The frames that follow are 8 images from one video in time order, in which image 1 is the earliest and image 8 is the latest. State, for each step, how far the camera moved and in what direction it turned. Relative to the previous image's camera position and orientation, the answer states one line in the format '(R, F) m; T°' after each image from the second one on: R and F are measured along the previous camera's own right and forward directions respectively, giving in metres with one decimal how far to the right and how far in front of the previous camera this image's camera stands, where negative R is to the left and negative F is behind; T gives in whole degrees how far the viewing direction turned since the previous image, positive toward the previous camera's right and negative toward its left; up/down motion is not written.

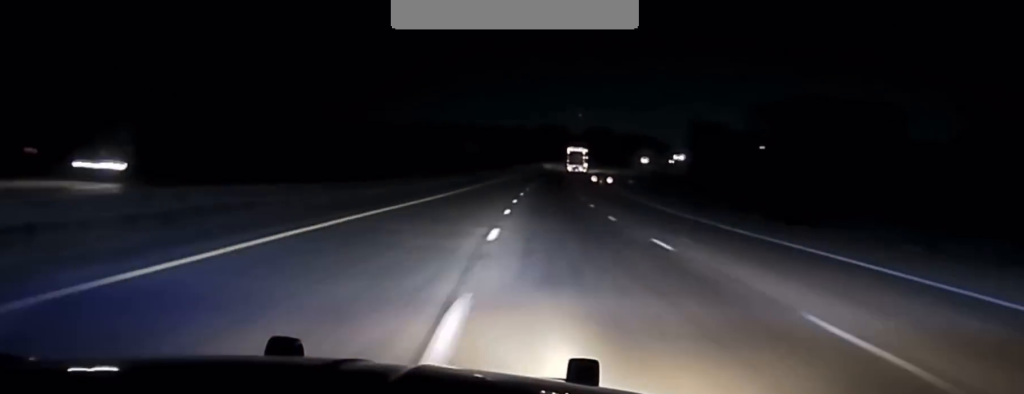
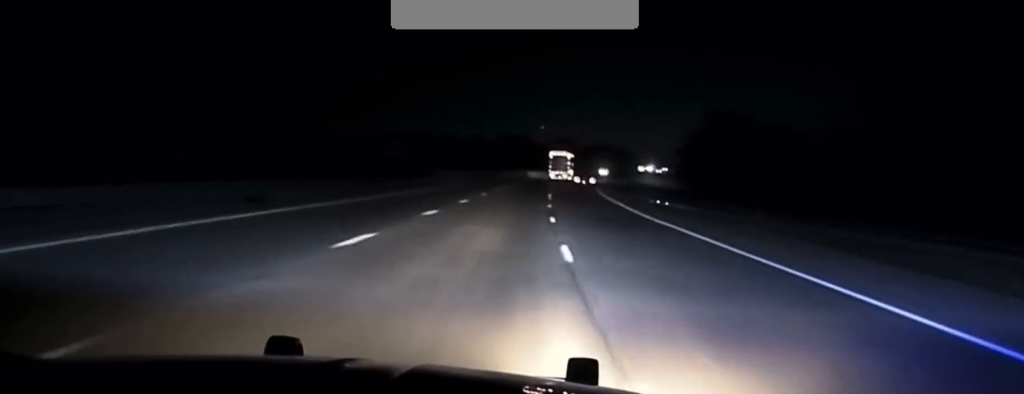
(+1.2, +56.9) m; +2°
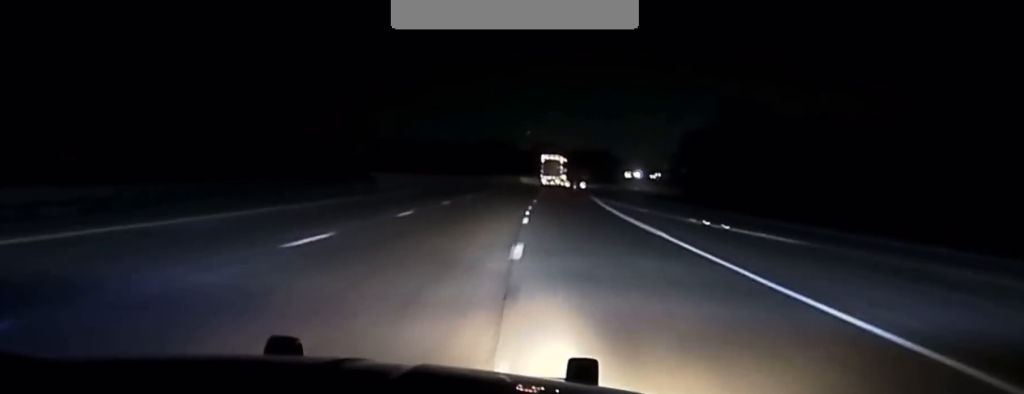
(+0.2, +23.1) m; +1°
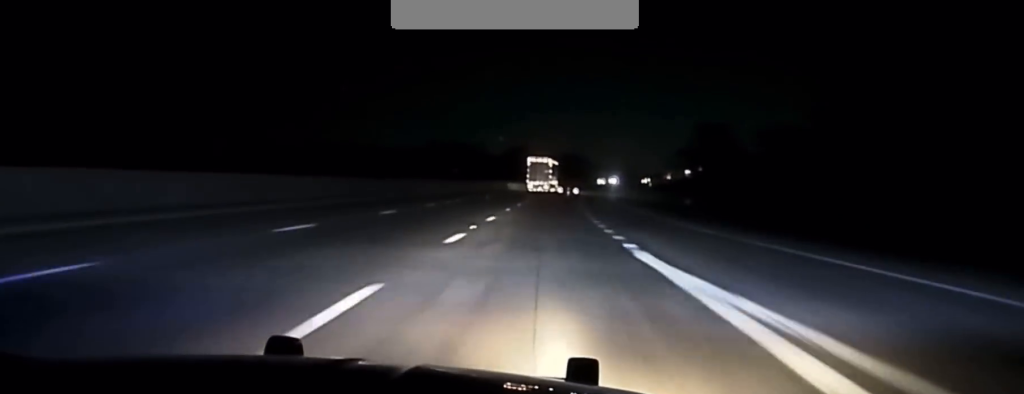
(+0.7, +60.4) m; +2°
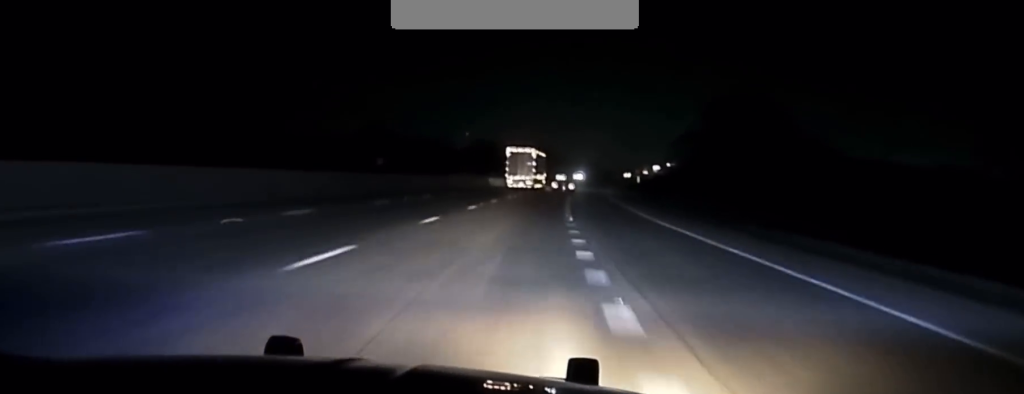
(+0.9, +58.8) m; +2°
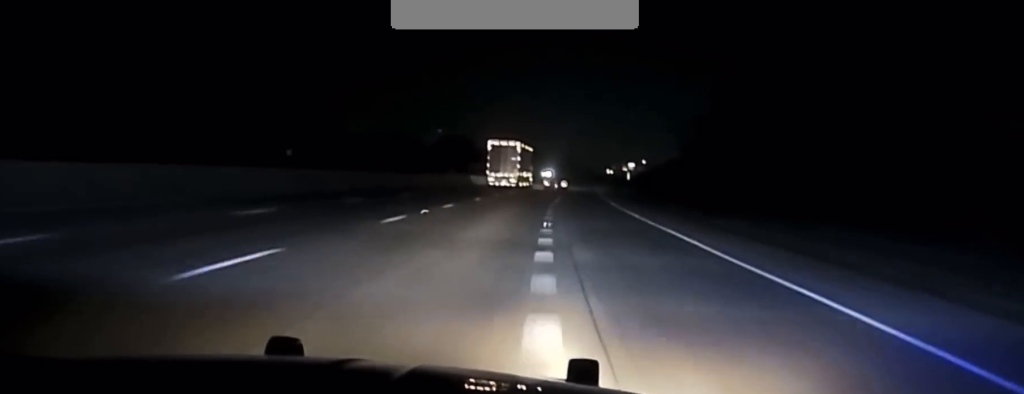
(+0.7, +38.0) m; +2°
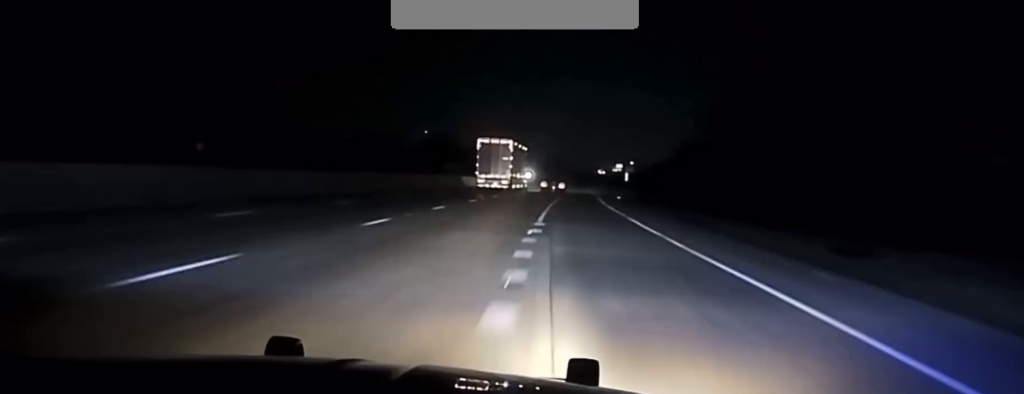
(+0.2, +23.5) m; +1°
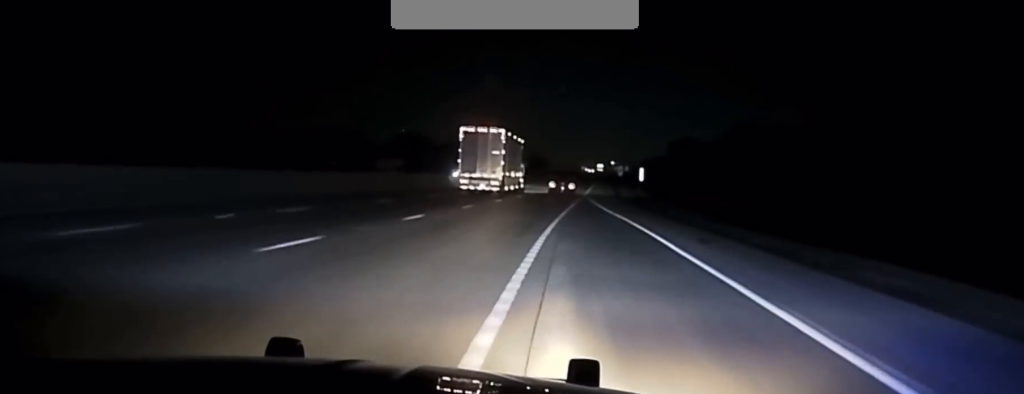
(+0.6, +49.9) m; +1°
